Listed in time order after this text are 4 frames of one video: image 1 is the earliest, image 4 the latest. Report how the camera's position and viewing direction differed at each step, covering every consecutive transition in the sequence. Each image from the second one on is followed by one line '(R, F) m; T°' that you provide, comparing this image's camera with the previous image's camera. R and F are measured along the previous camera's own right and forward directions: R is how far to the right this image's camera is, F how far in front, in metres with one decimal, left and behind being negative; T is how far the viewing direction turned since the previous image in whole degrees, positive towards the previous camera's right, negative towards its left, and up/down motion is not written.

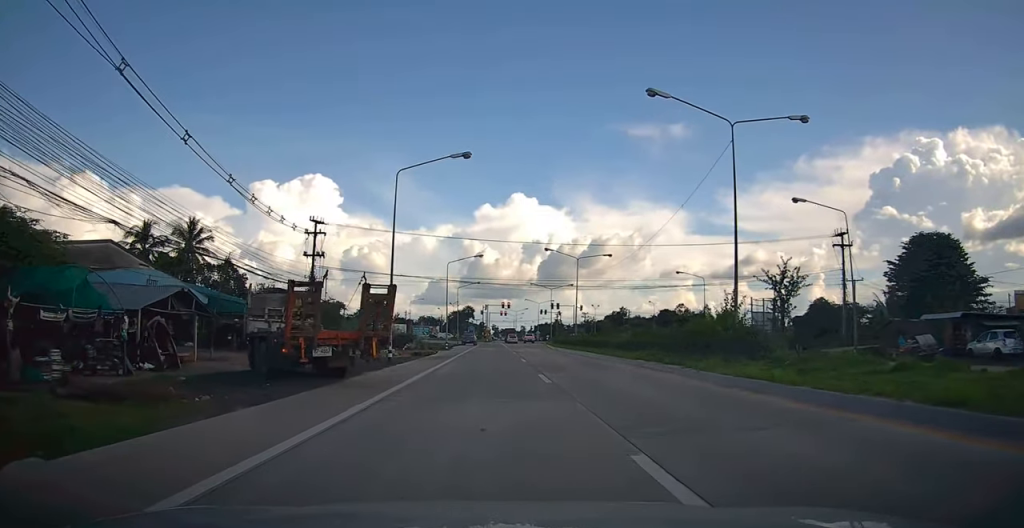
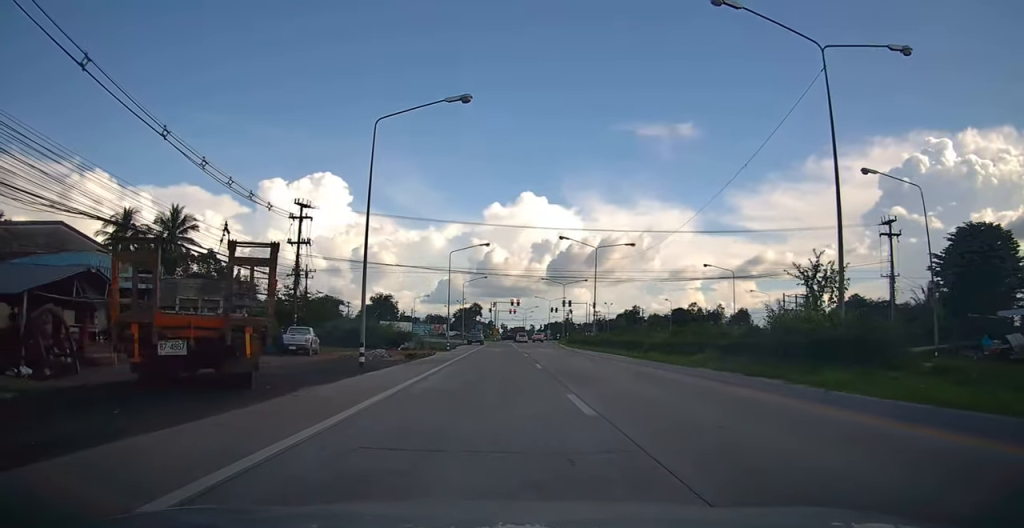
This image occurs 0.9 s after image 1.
(-0.2, +5.8) m; -1°
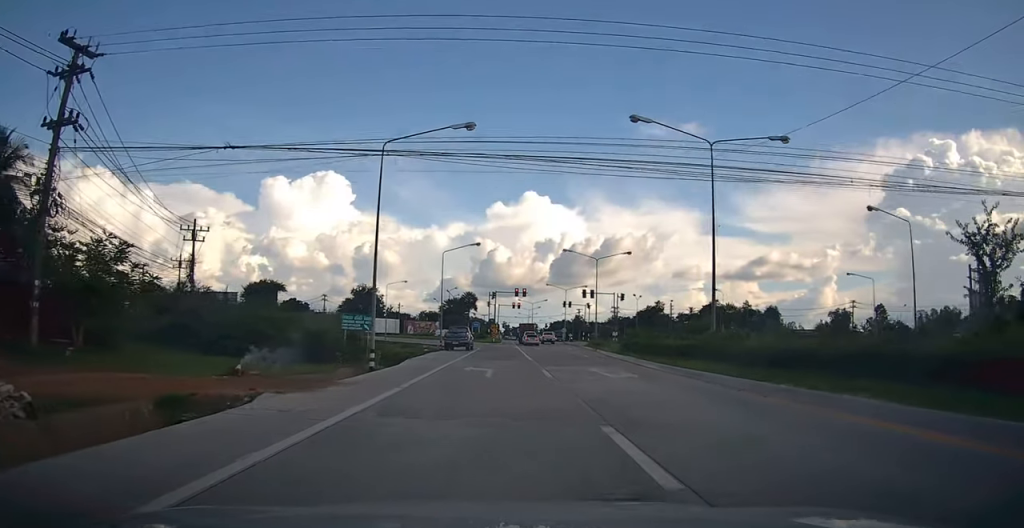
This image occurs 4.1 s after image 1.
(+0.4, +26.9) m; +1°
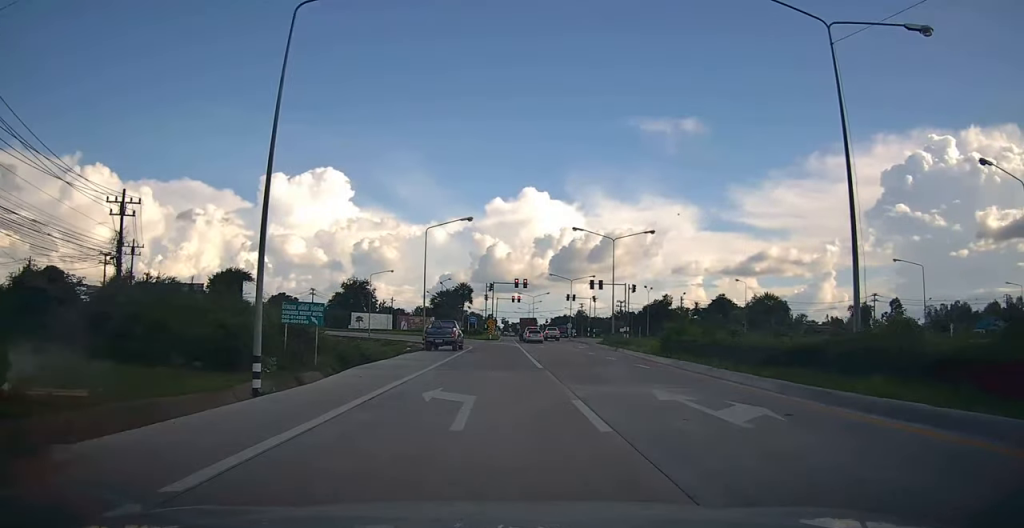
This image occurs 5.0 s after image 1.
(0.0, +9.2) m; 0°
